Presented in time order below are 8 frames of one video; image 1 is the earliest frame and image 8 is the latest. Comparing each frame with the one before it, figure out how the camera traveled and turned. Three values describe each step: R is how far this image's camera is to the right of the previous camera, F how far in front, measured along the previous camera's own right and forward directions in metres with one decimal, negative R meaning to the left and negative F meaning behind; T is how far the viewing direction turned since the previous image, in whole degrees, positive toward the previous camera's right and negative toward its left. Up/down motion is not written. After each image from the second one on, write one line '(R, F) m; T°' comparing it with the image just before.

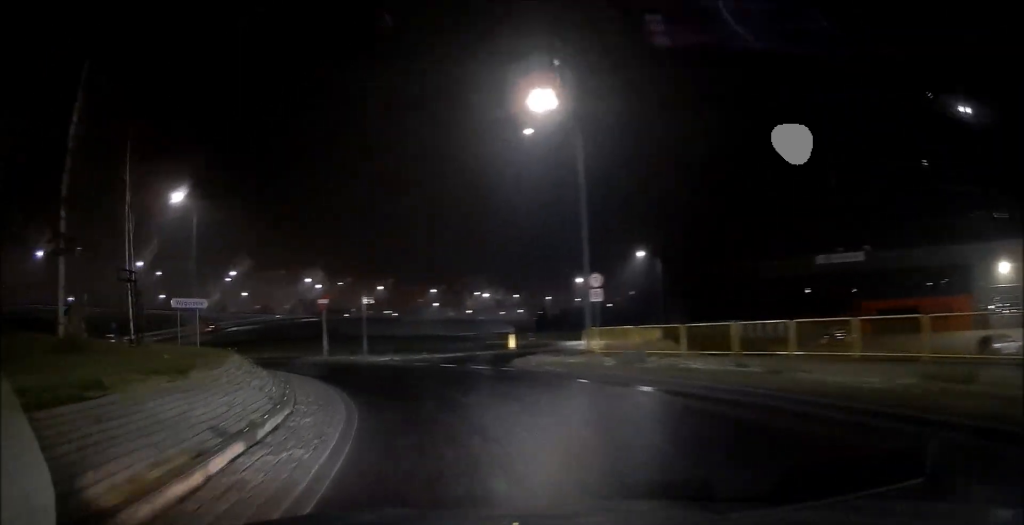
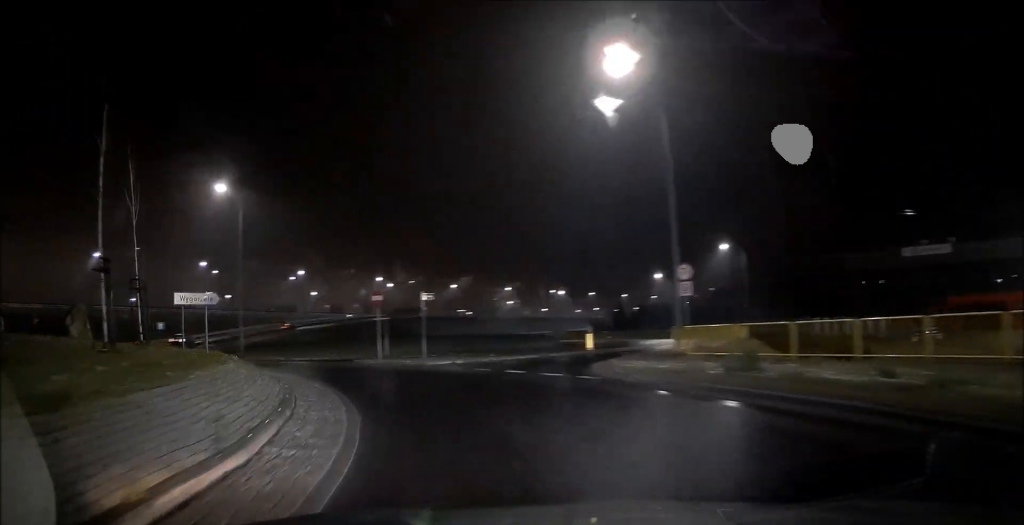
(-0.2, +3.5) m; -7°
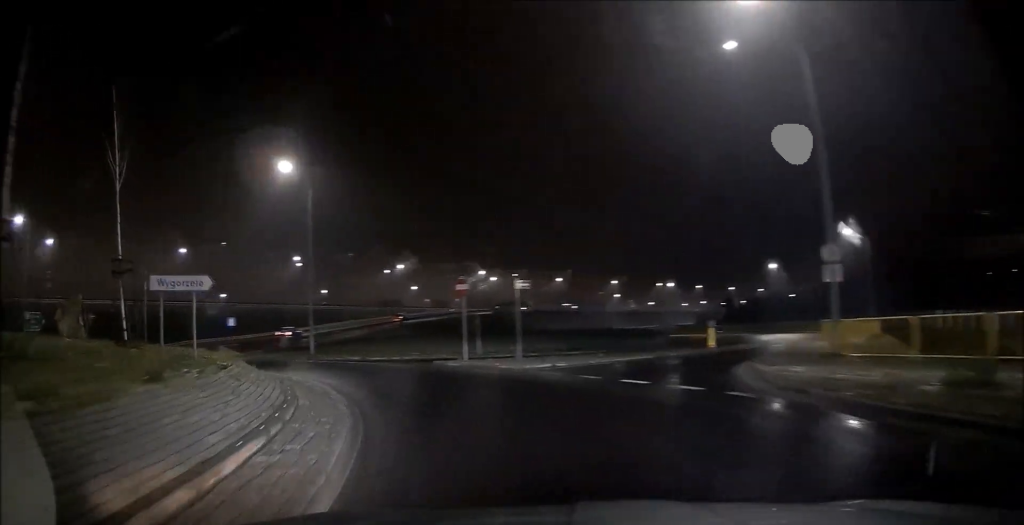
(-0.3, +4.7) m; -10°
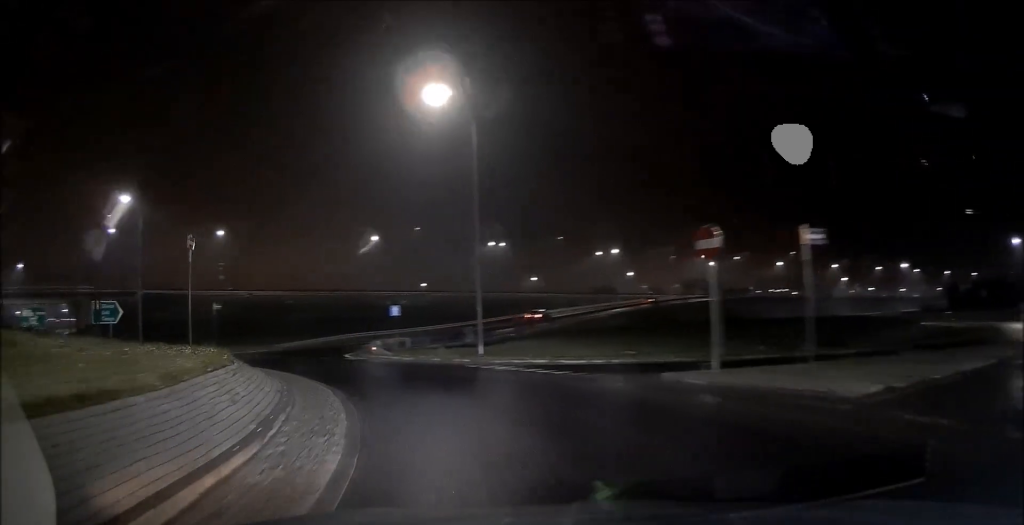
(-1.9, +9.7) m; -19°
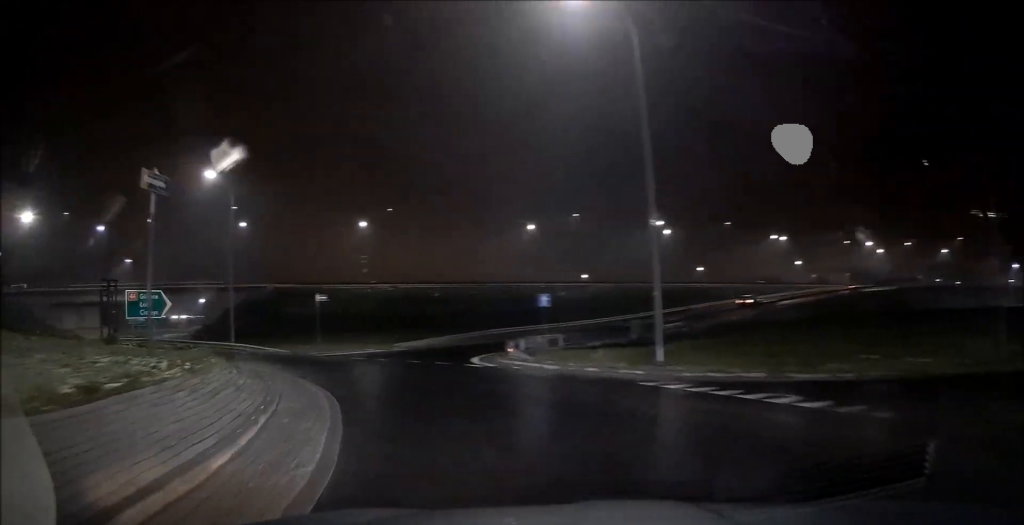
(-0.8, +7.5) m; -12°
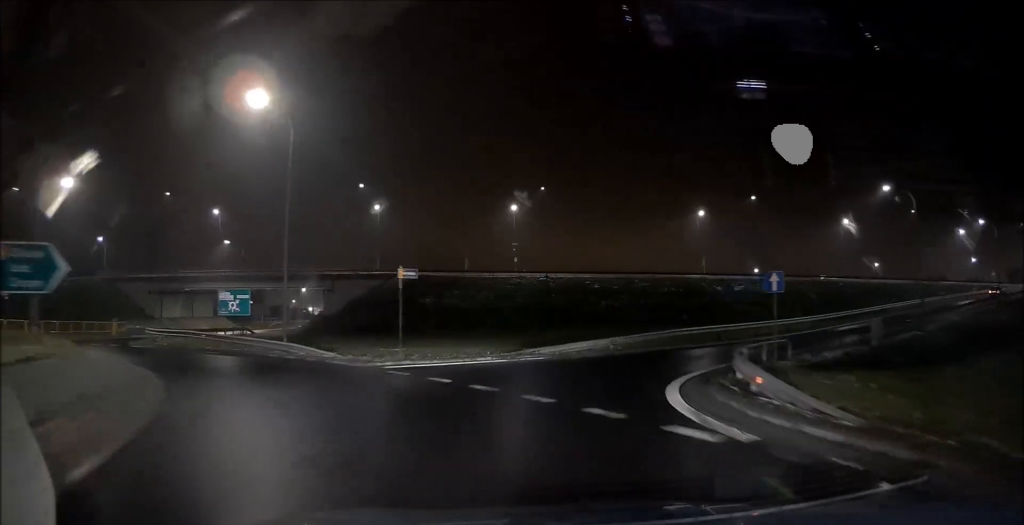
(-1.7, +11.7) m; -19°
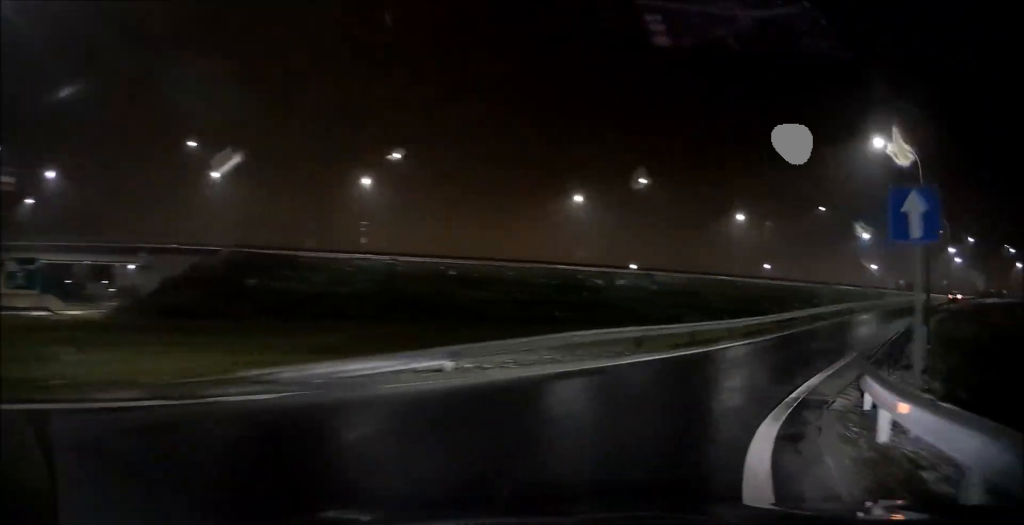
(-1.6, +11.8) m; -7°
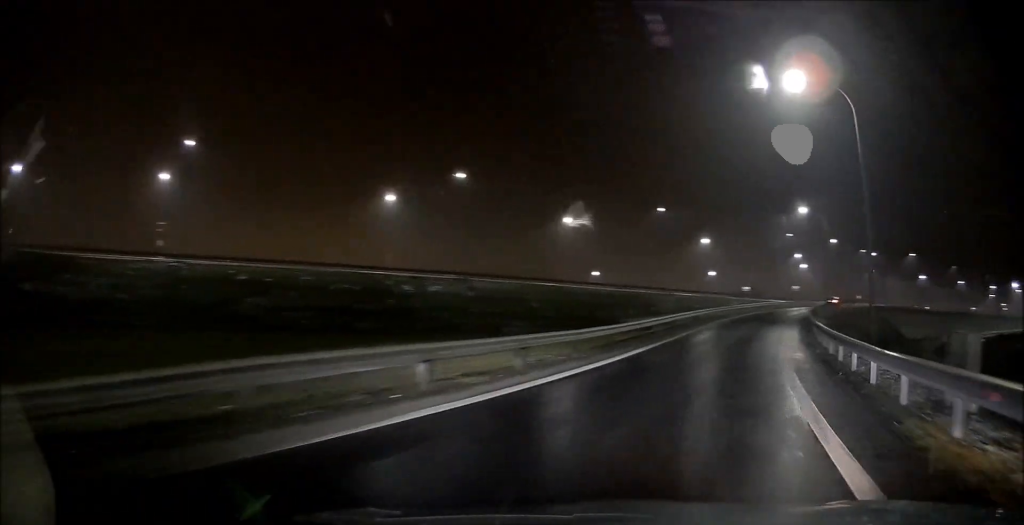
(+0.1, +8.2) m; +6°
